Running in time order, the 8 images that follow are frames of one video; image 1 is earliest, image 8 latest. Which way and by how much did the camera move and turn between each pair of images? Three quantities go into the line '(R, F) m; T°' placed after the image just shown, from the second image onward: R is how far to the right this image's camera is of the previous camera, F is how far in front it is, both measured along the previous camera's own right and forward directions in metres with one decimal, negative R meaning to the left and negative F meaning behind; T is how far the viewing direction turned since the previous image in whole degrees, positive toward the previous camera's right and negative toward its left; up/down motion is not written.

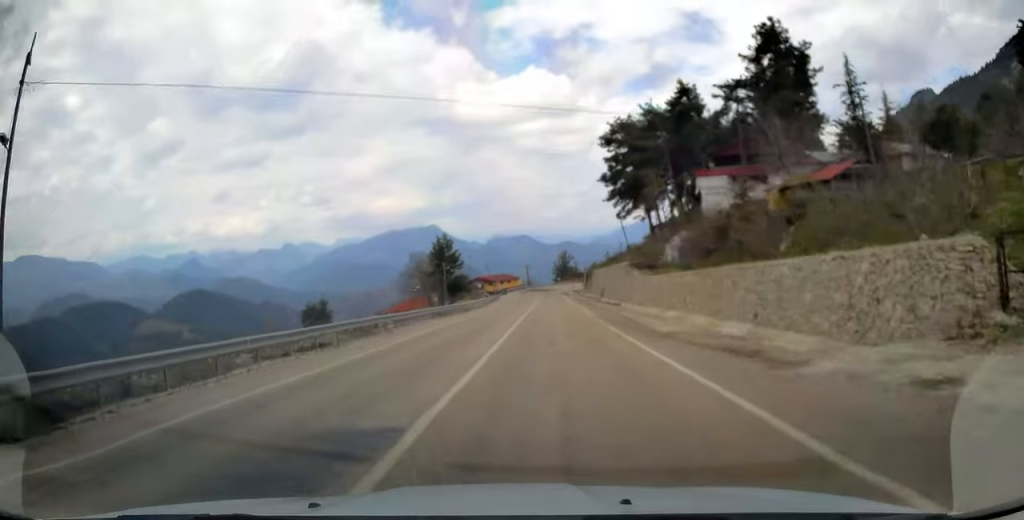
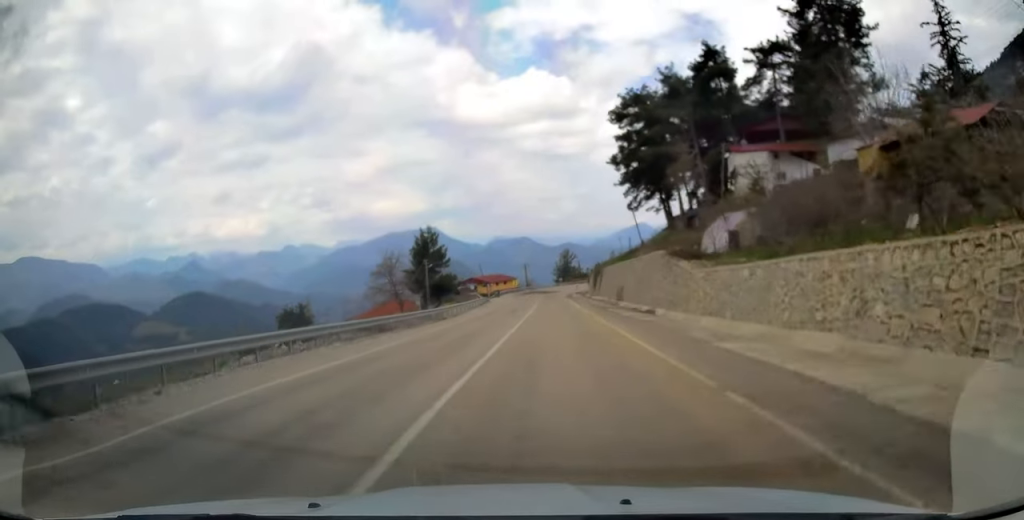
(+0.1, +16.1) m; 0°
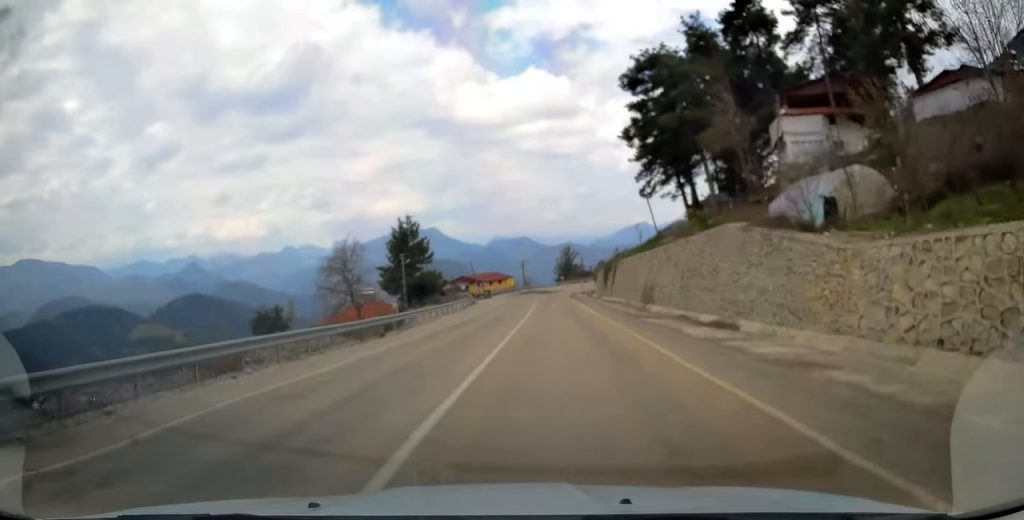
(-0.1, +15.1) m; 0°
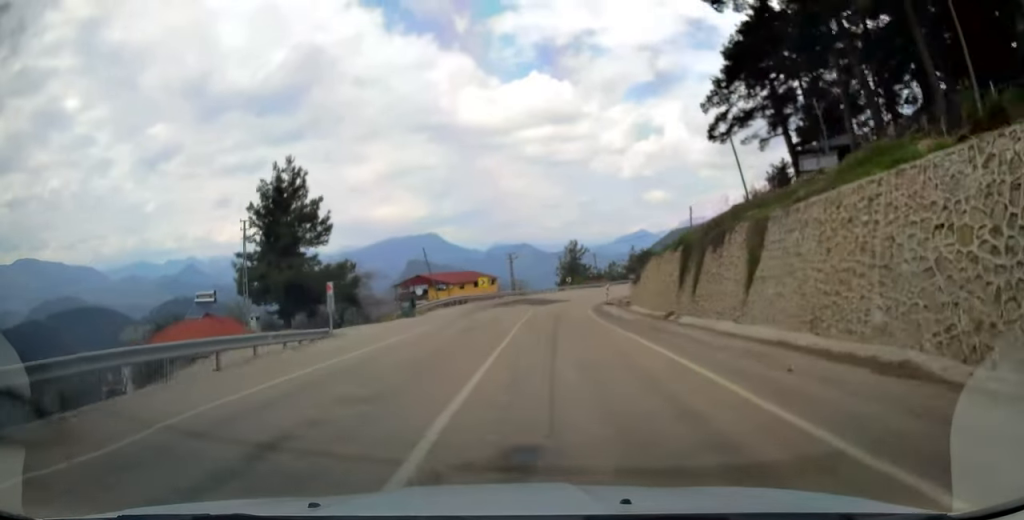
(+0.2, +42.7) m; +1°
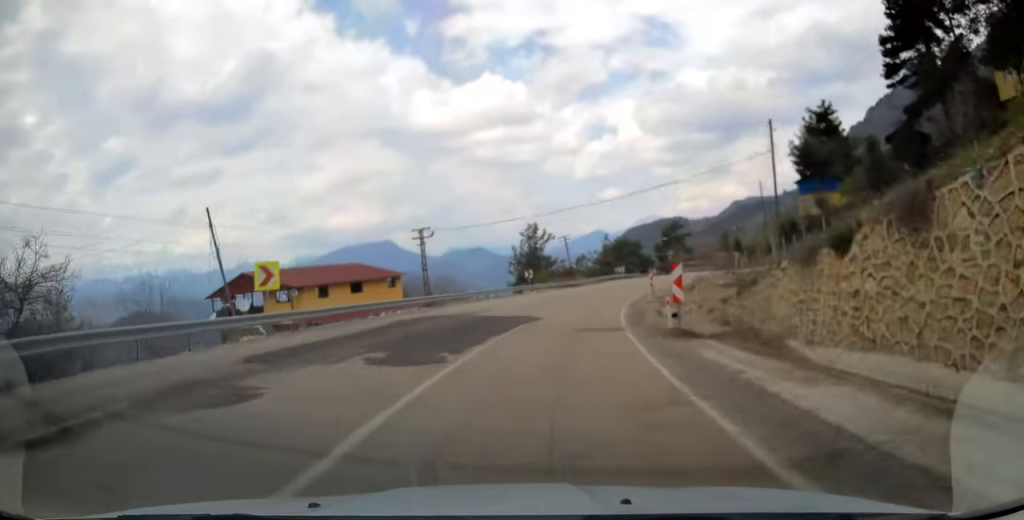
(+0.6, +39.7) m; +4°
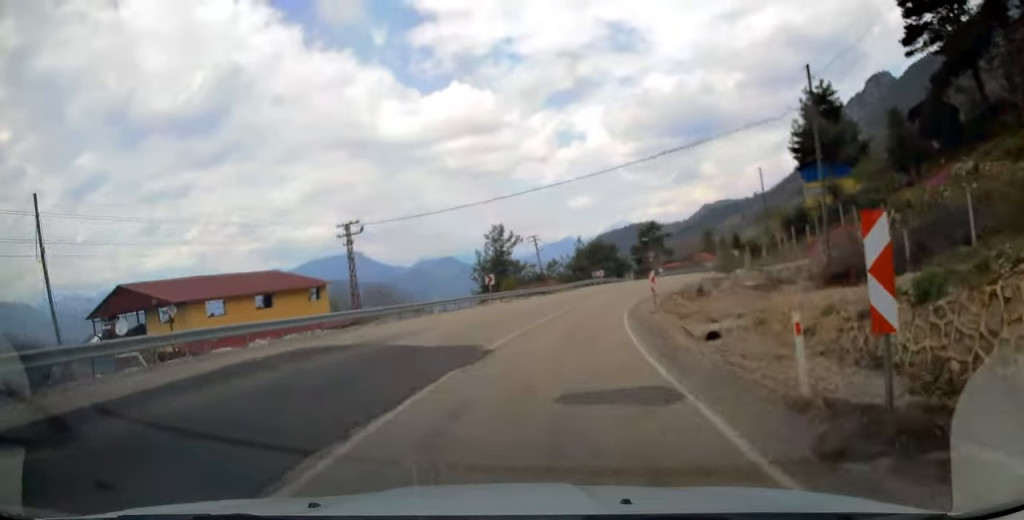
(+0.2, +10.9) m; +3°
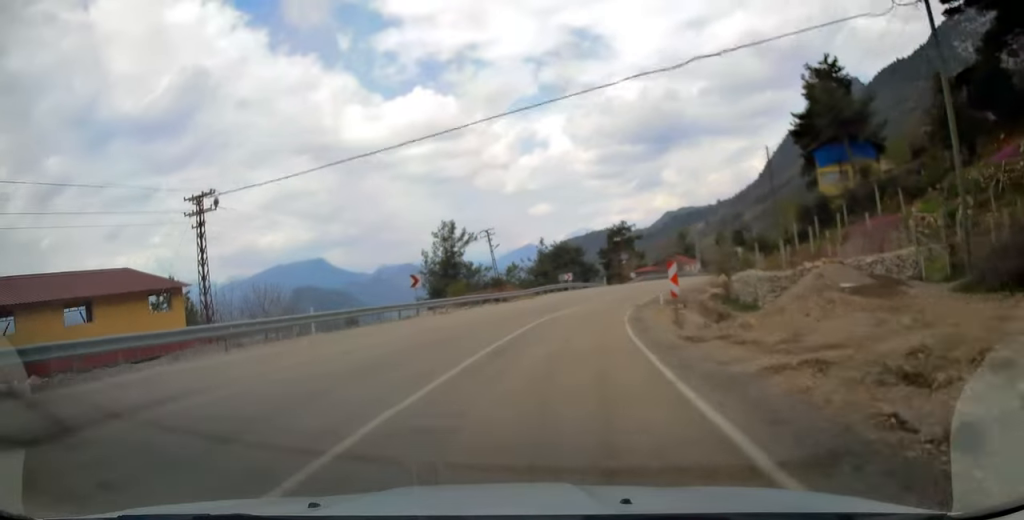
(+0.5, +12.8) m; +4°
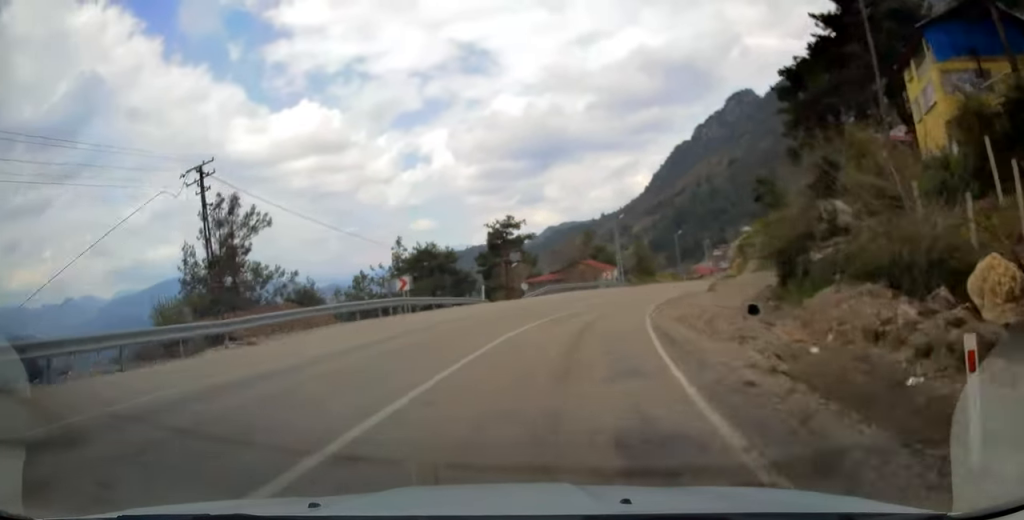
(+3.1, +32.5) m; +12°
